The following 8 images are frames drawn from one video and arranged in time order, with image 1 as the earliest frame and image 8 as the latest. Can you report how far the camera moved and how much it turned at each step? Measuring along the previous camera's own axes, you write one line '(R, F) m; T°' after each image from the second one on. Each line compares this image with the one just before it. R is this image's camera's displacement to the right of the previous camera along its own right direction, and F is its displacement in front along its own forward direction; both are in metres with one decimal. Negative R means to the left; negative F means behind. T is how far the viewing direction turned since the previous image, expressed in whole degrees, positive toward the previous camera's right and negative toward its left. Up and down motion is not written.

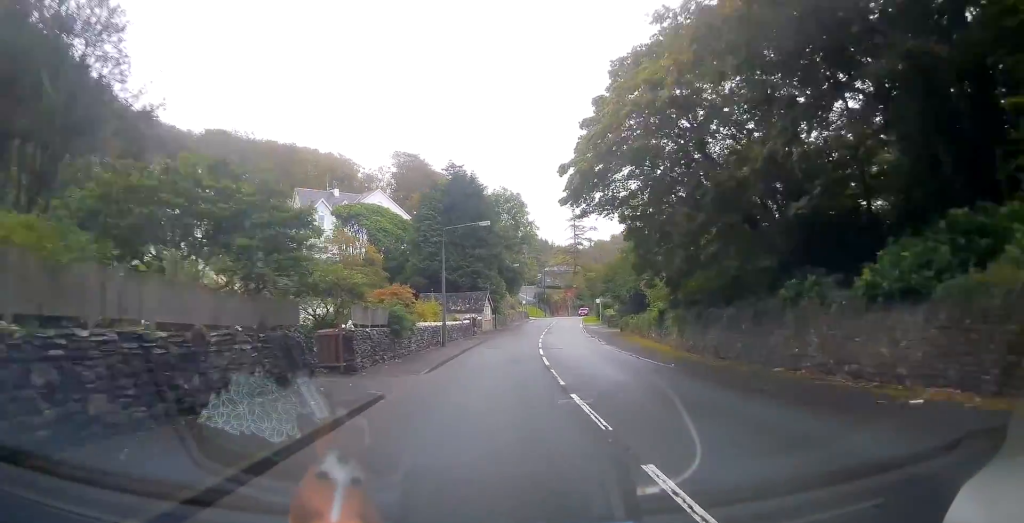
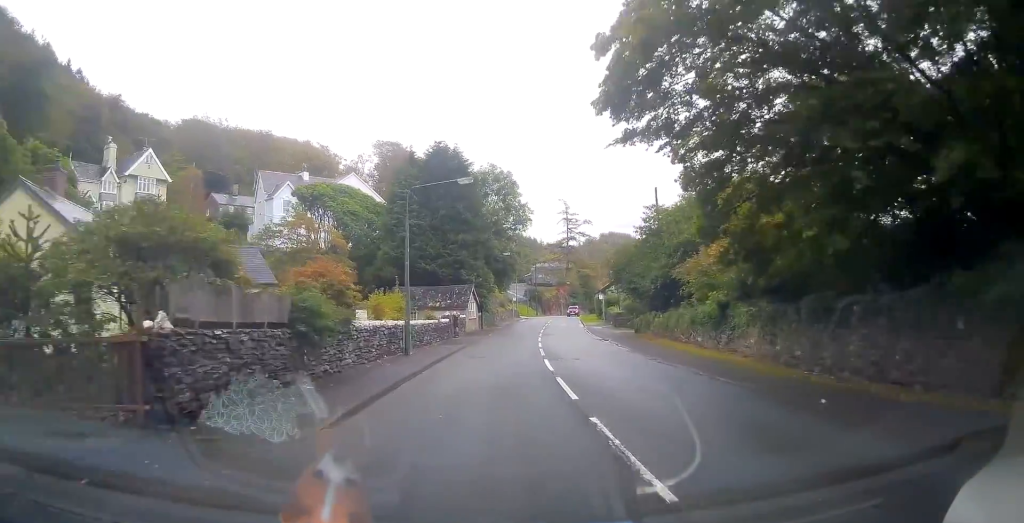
(0.0, +9.1) m; 0°
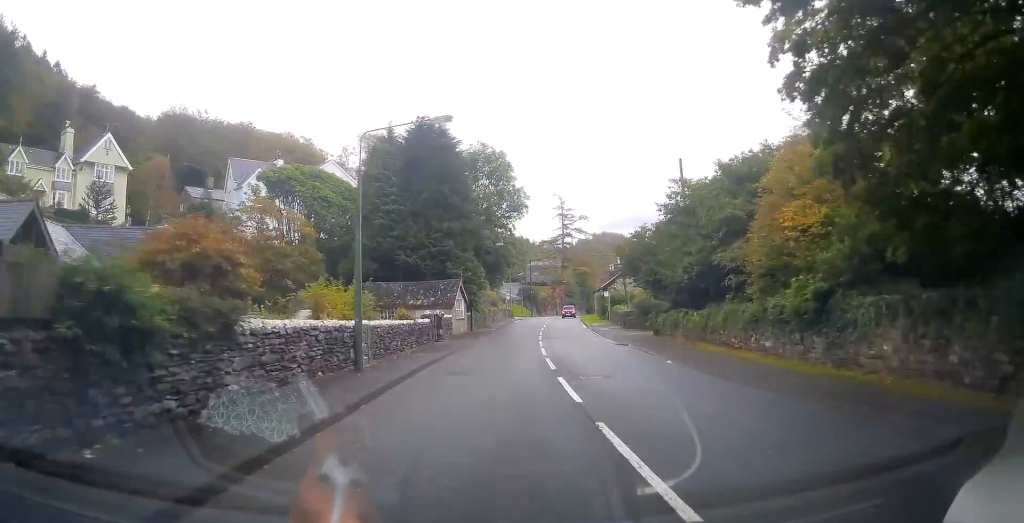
(0.0, +6.6) m; +1°
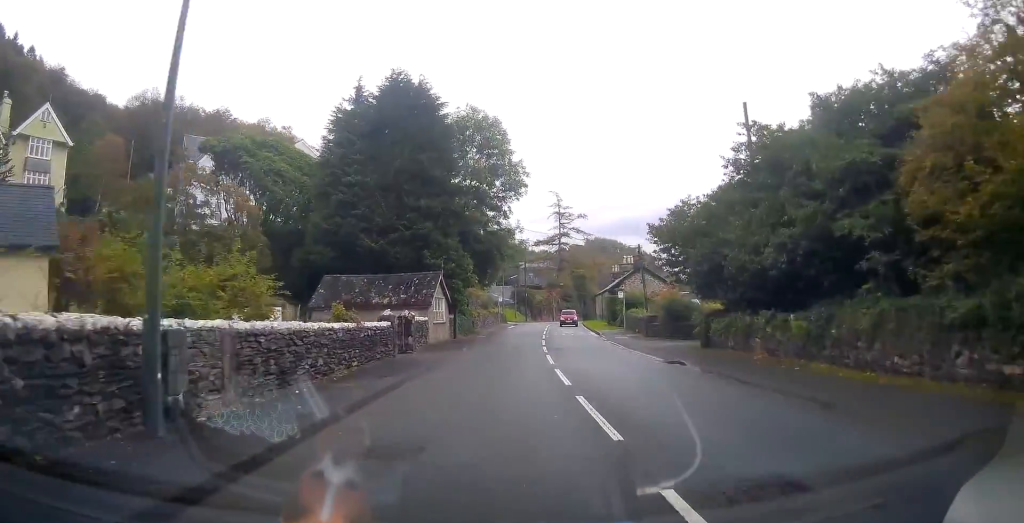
(0.0, +9.0) m; +2°
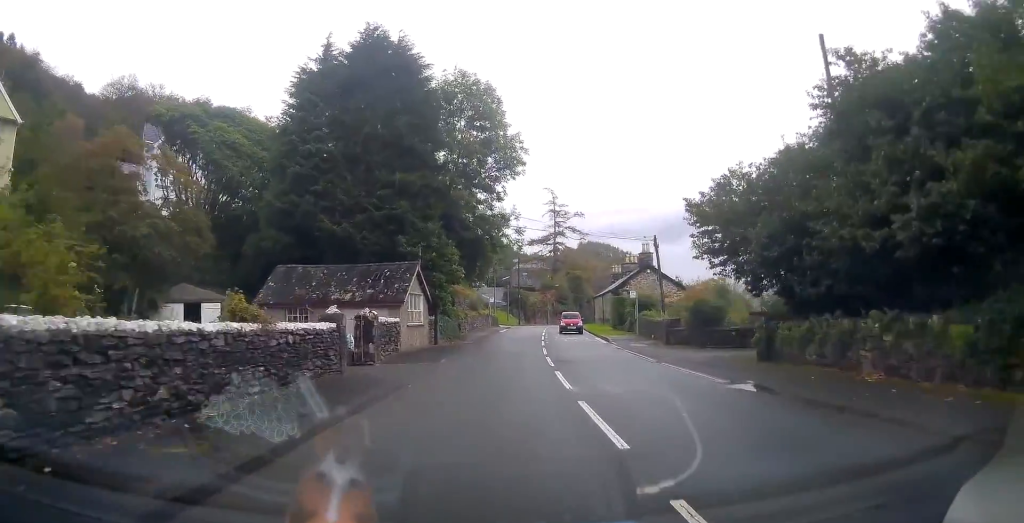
(+0.2, +6.3) m; +3°
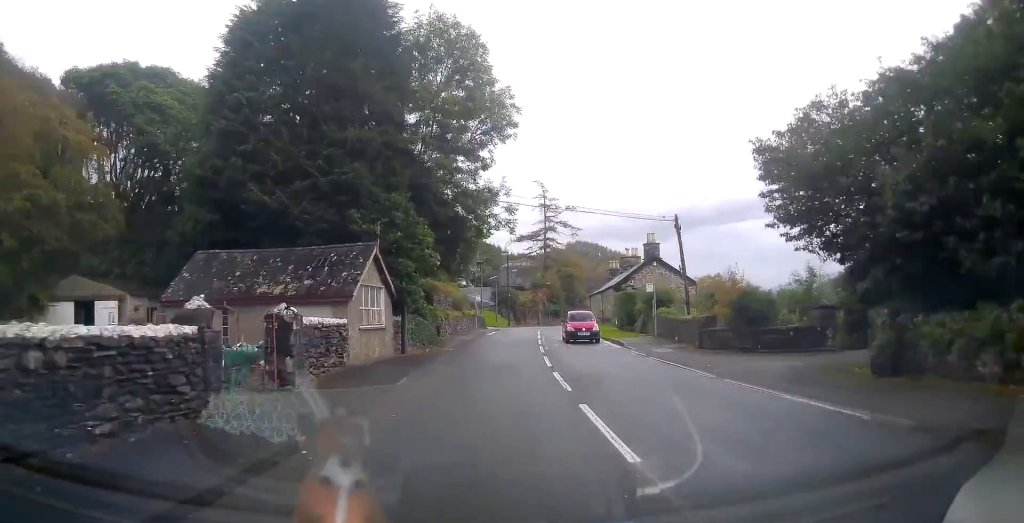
(0.0, +6.7) m; +3°
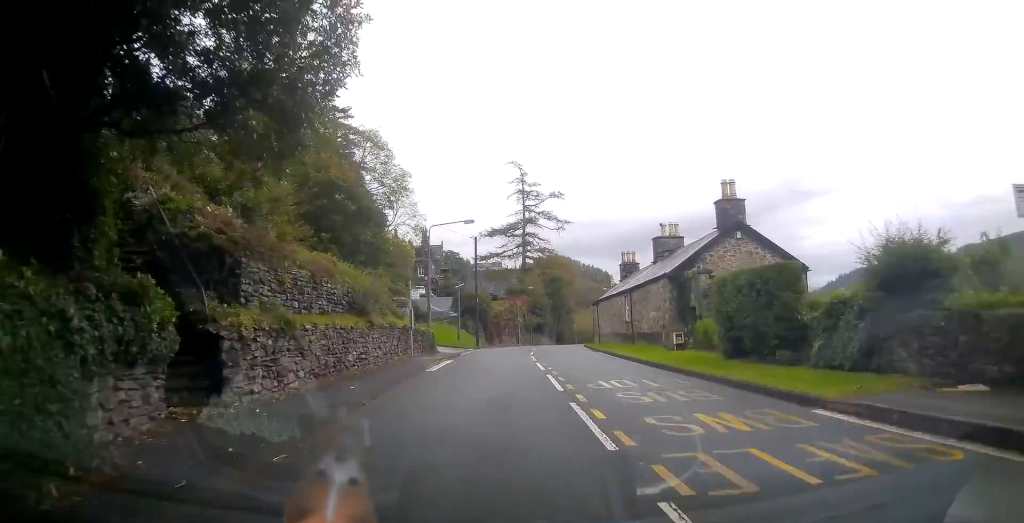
(+1.1, +24.3) m; +2°
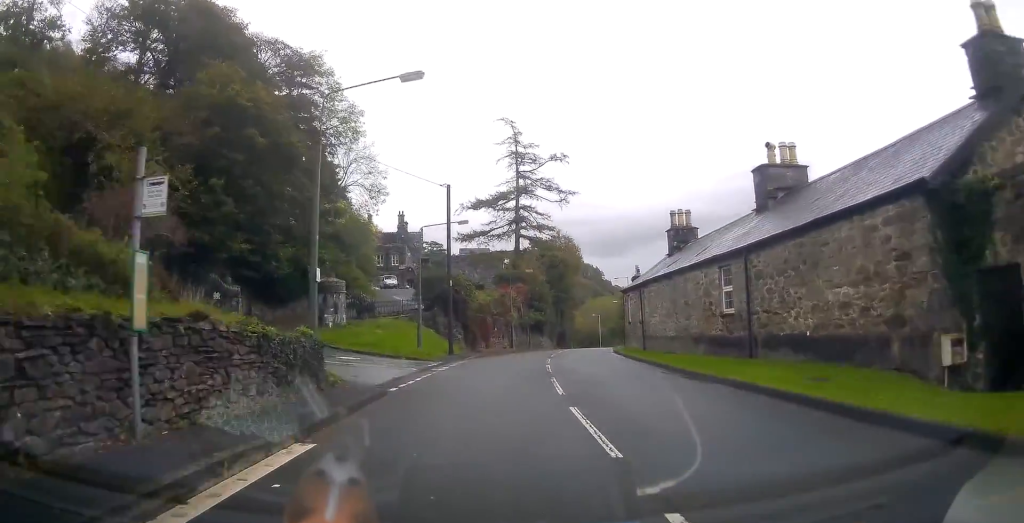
(+0.5, +18.7) m; +2°
